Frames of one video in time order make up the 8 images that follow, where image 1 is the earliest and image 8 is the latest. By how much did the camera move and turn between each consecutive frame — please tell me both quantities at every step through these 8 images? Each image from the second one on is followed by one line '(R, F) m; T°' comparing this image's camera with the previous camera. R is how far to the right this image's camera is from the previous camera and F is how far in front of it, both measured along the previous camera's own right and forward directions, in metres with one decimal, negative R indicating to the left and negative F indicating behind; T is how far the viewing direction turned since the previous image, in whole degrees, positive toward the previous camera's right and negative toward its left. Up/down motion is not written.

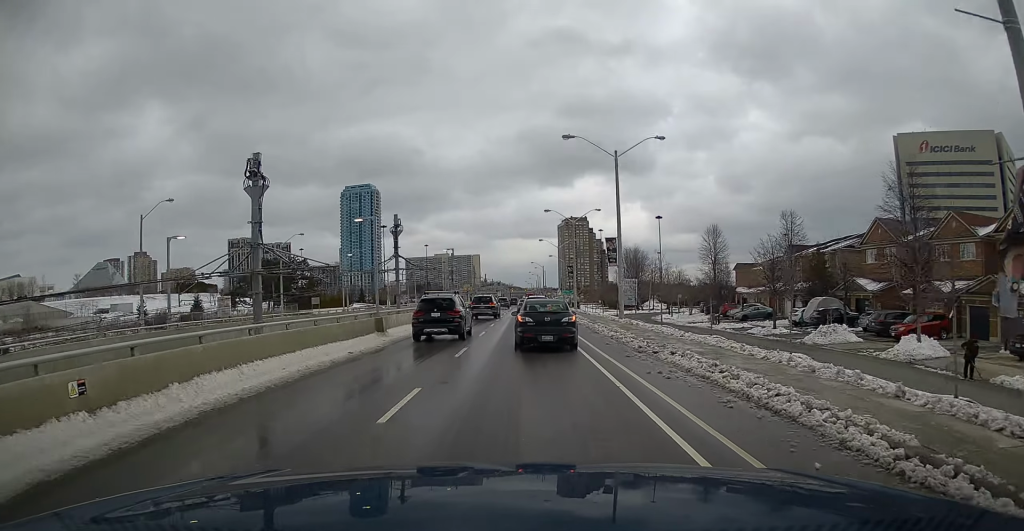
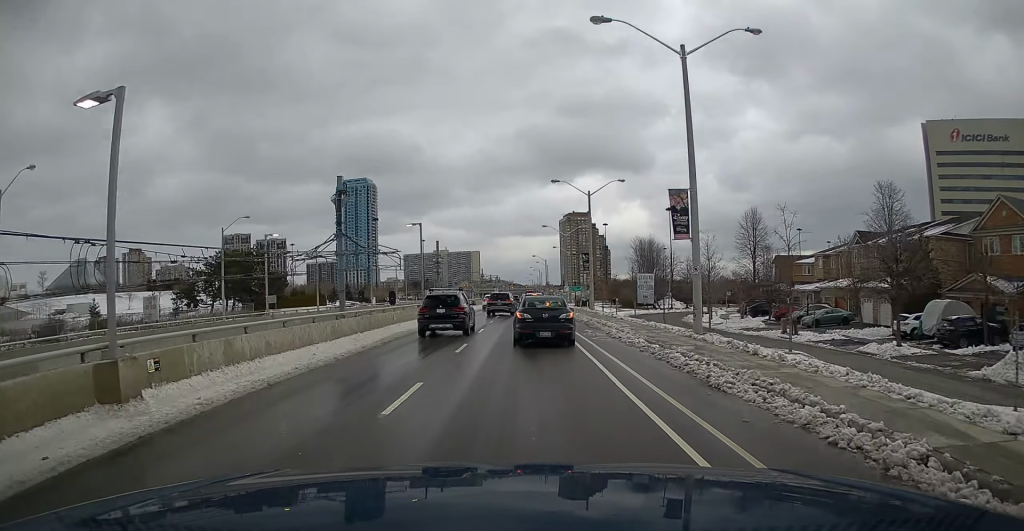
(+0.1, +16.7) m; 0°
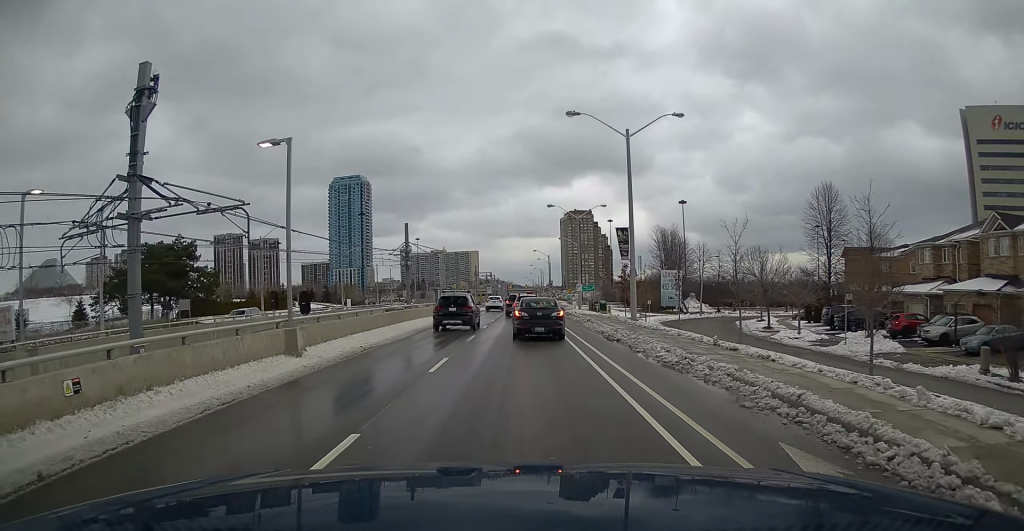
(-0.3, +21.9) m; 0°
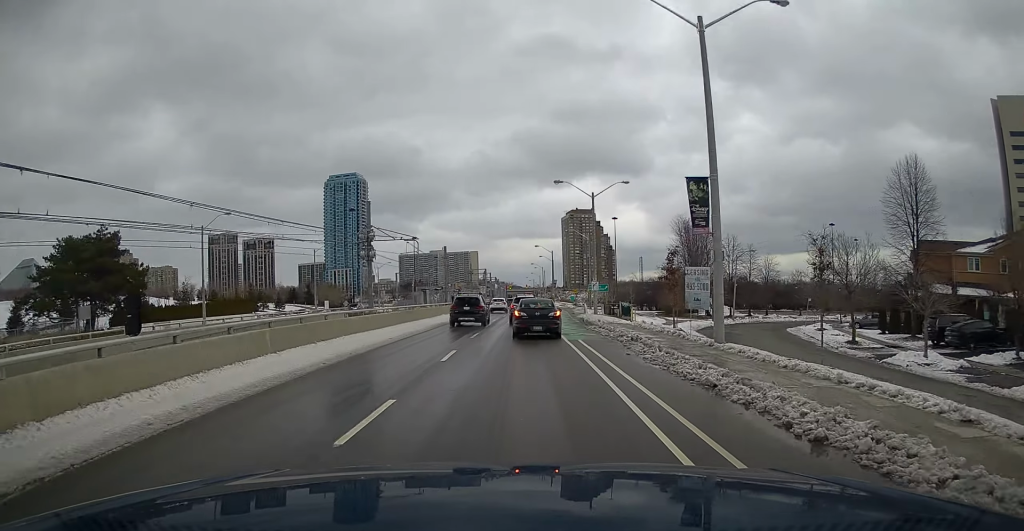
(0.0, +15.5) m; 0°
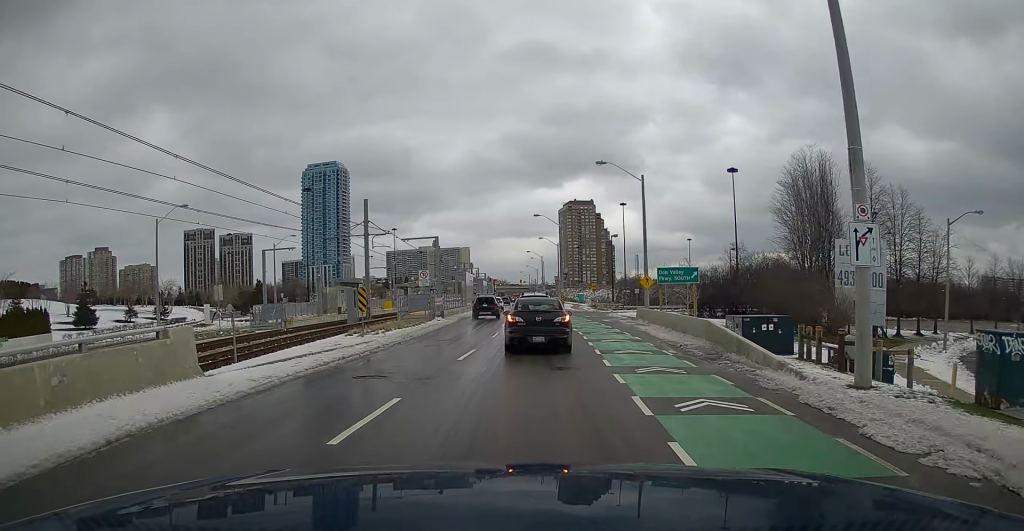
(+0.4, +41.8) m; +1°
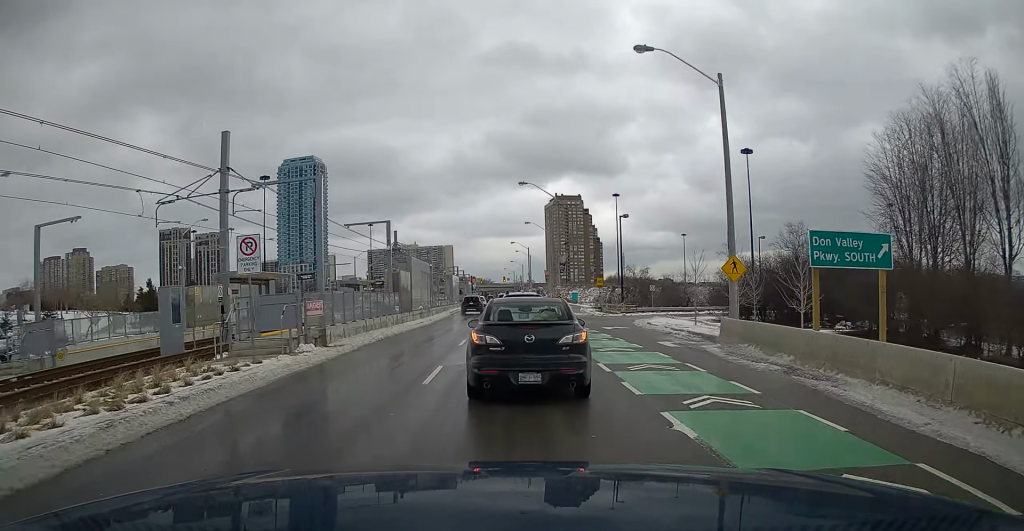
(+0.1, +21.6) m; 0°
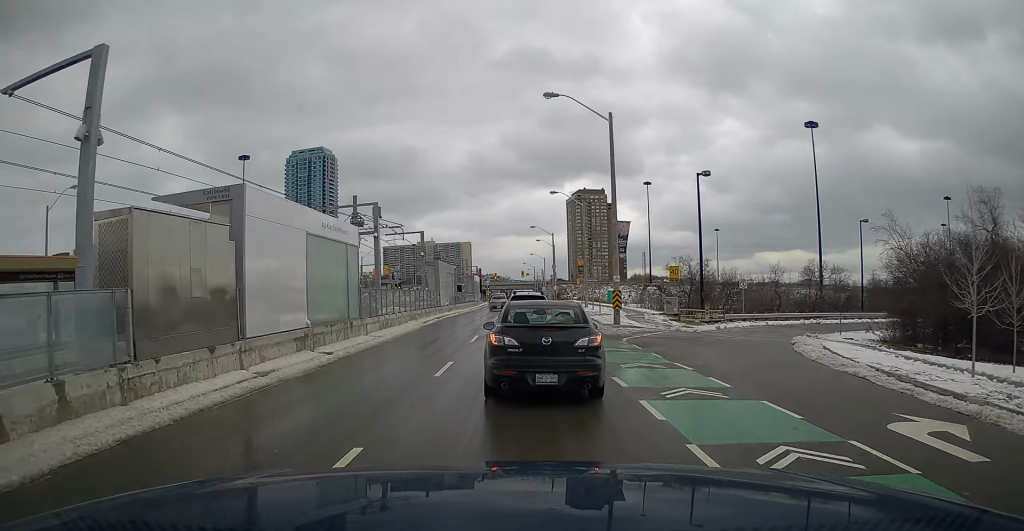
(-0.1, +29.5) m; -1°
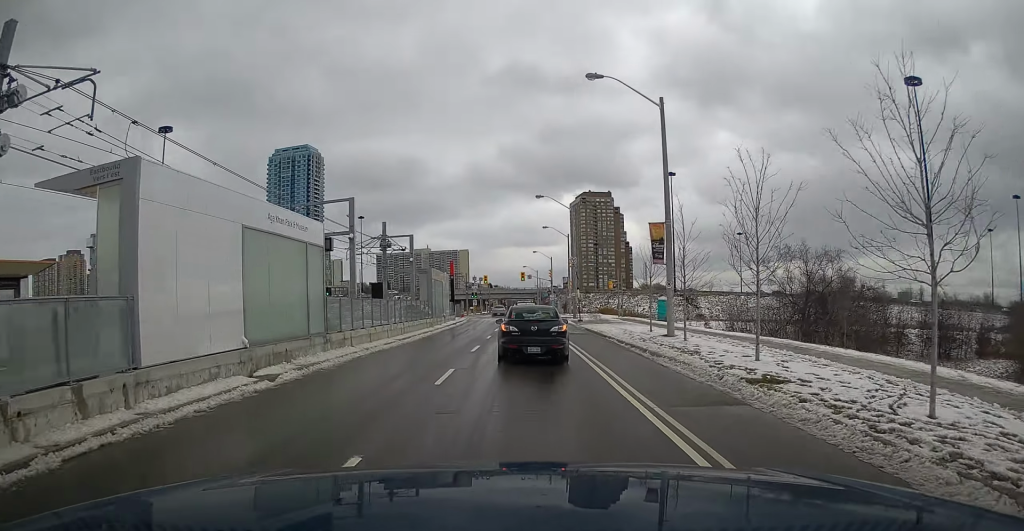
(-0.2, +39.8) m; 0°
